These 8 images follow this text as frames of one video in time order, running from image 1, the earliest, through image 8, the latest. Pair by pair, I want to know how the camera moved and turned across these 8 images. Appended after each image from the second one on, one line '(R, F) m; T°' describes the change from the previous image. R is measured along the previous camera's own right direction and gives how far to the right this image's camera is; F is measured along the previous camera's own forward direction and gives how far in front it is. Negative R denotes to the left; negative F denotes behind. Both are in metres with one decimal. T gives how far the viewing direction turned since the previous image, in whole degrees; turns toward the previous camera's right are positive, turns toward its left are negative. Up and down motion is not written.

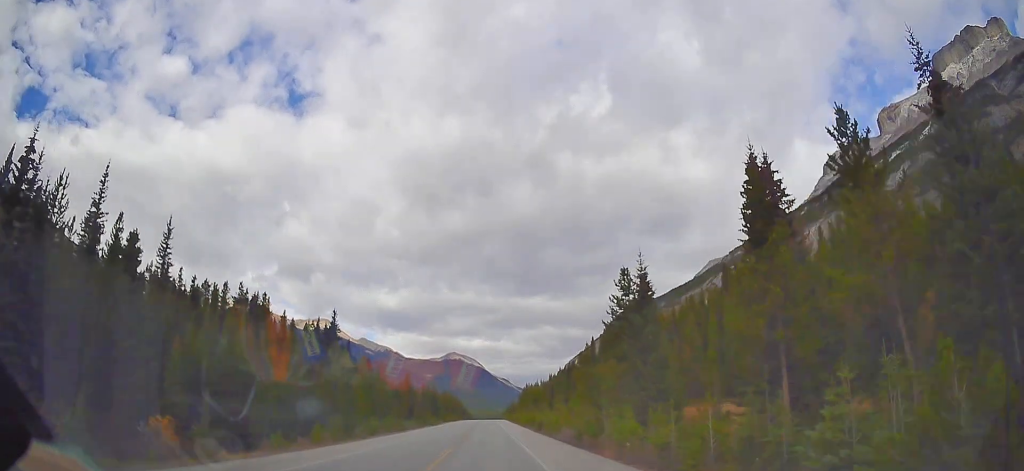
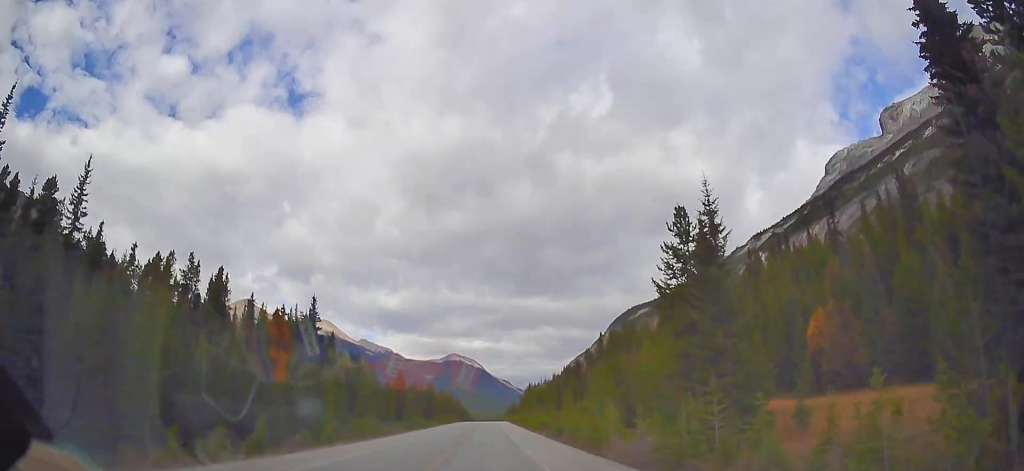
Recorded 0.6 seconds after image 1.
(+0.1, +14.3) m; 0°
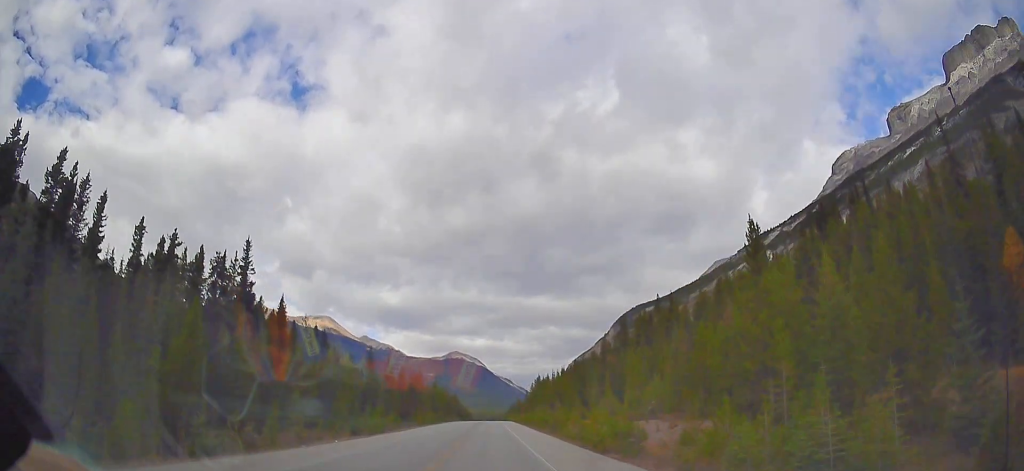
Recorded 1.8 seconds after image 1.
(-0.4, +32.0) m; 0°
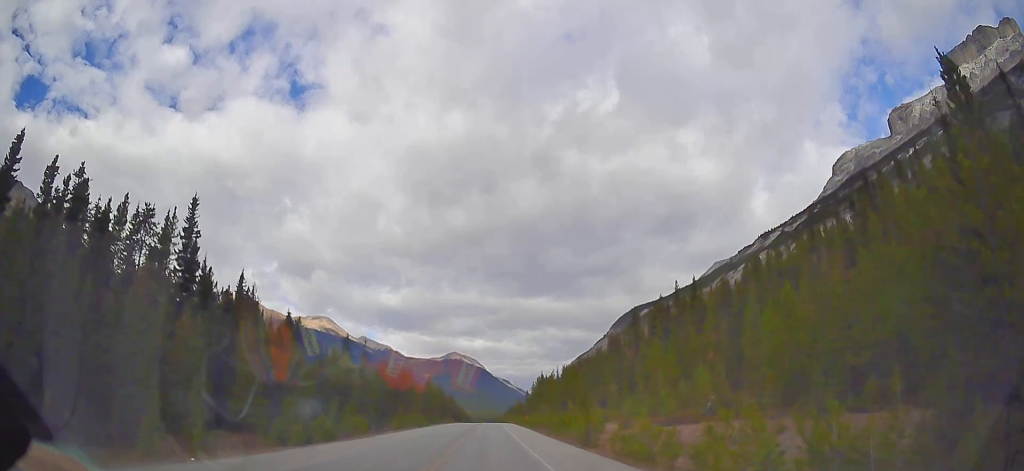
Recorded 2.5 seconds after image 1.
(+0.2, +16.0) m; 0°
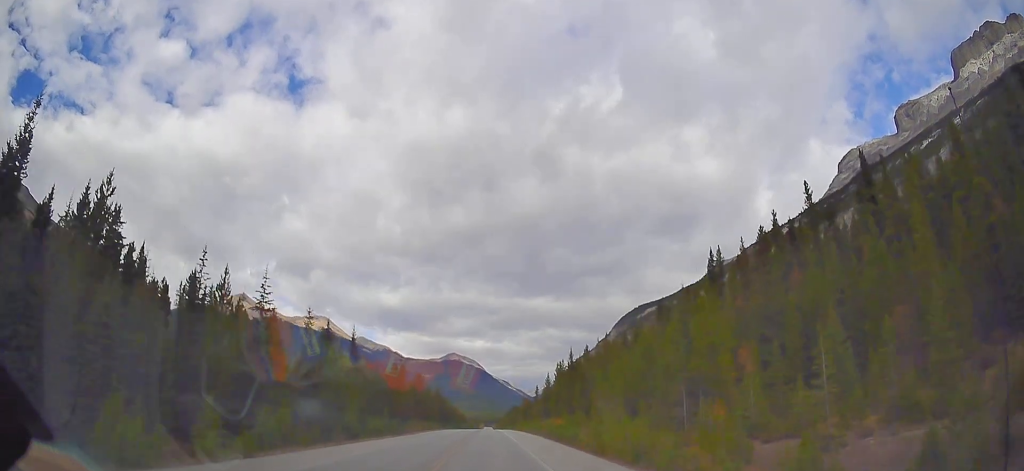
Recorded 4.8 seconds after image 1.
(-1.0, +57.5) m; 0°
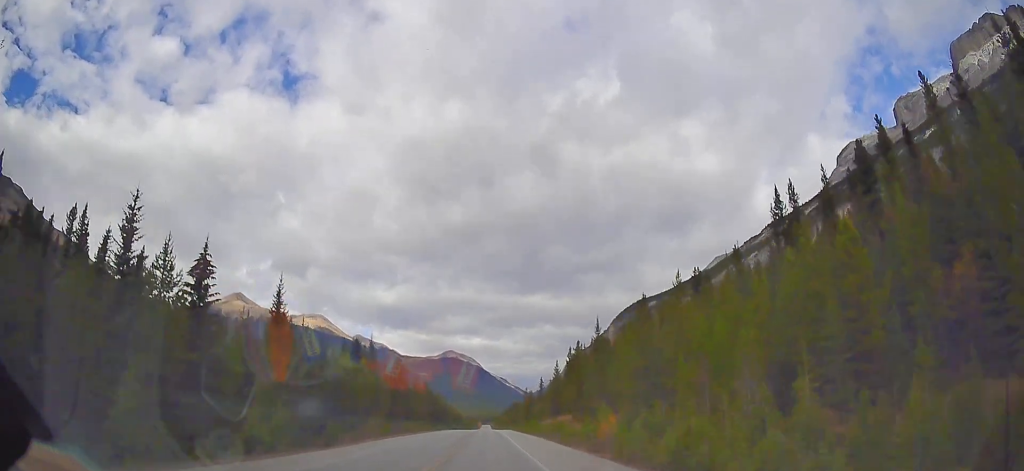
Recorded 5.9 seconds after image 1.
(+0.5, +27.3) m; 0°
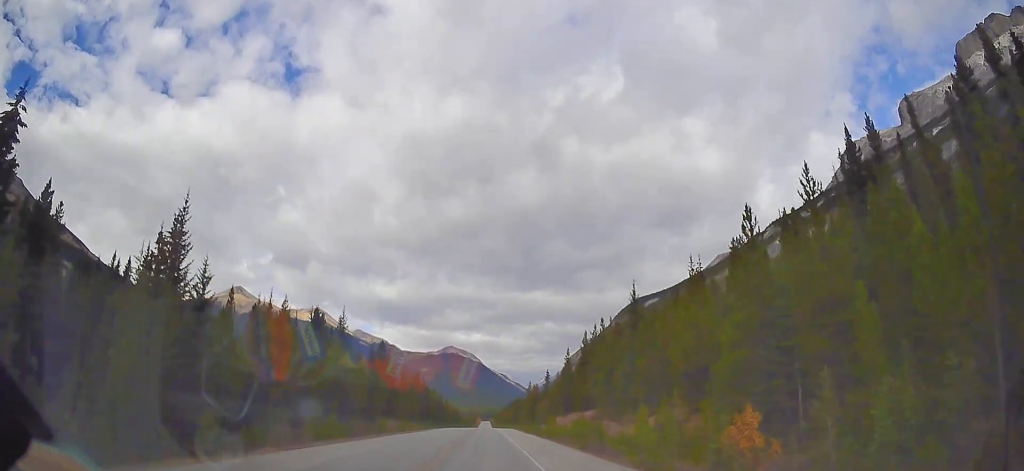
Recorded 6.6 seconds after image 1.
(-0.3, +19.0) m; -1°
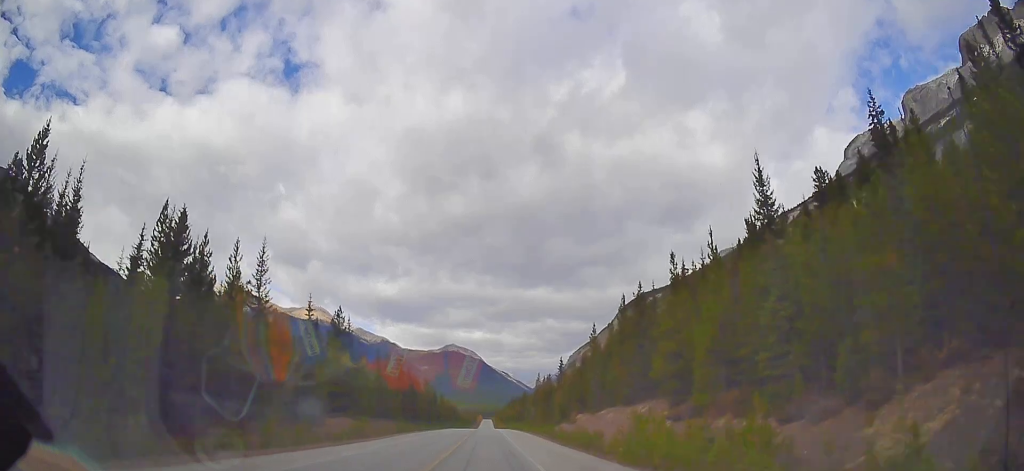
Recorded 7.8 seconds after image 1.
(+0.1, +28.6) m; 0°
